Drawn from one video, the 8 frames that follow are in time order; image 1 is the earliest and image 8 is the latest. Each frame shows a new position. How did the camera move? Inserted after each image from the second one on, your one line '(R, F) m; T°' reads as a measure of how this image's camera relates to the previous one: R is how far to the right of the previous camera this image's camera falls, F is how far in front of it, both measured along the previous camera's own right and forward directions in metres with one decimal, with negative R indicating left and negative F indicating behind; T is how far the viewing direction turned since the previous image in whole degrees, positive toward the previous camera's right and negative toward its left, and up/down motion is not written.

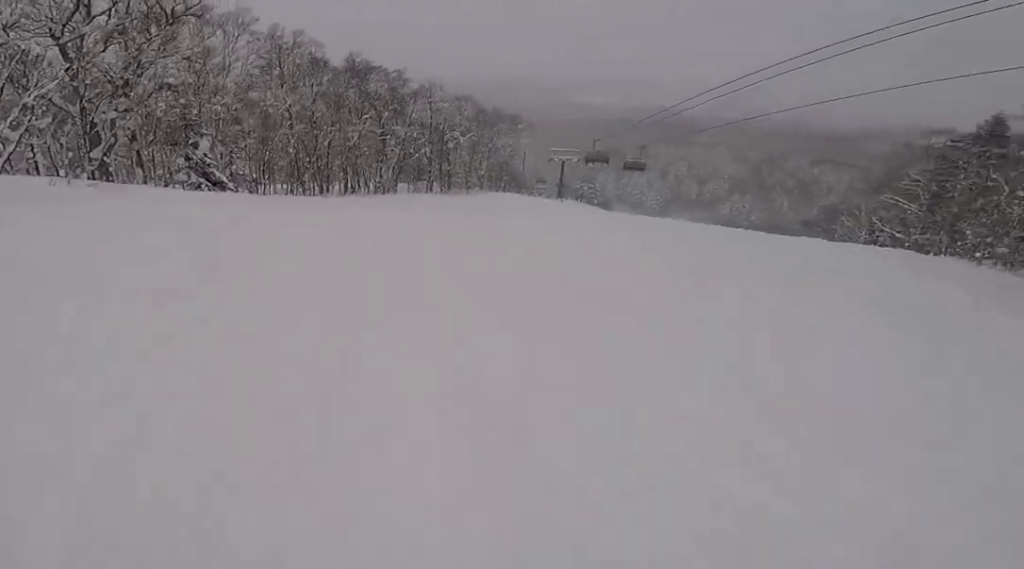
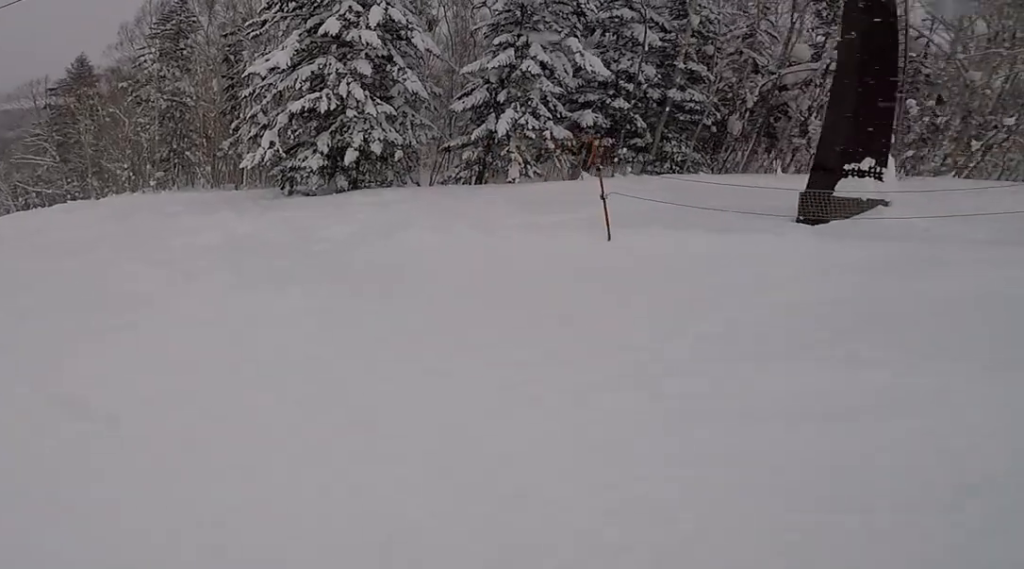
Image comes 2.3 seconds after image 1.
(+4.6, +4.8) m; +65°
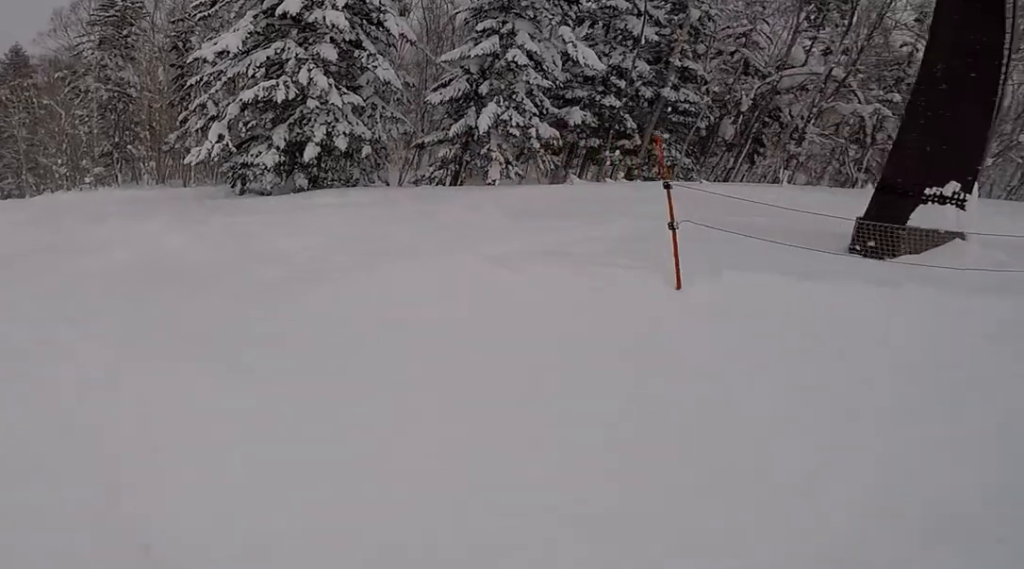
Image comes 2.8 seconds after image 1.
(0.0, +1.7) m; +3°
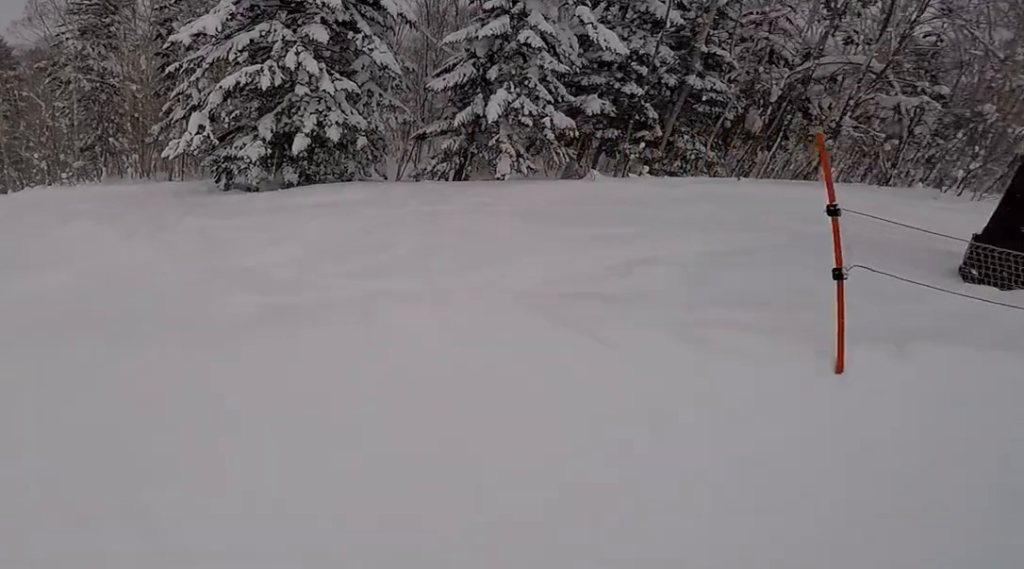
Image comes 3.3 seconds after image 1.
(-0.4, +1.5) m; +5°
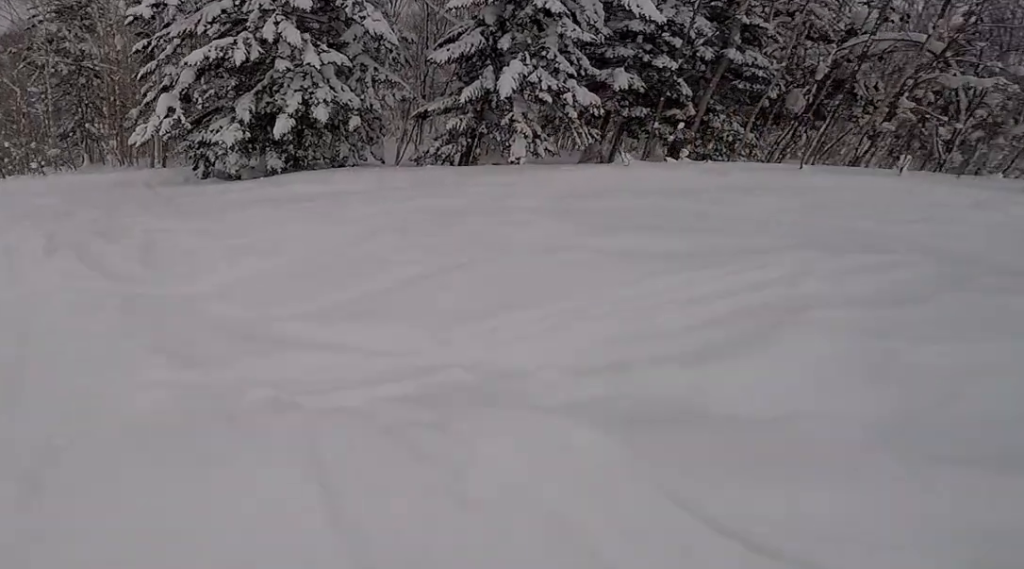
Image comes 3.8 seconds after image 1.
(+0.1, +1.8) m; +1°
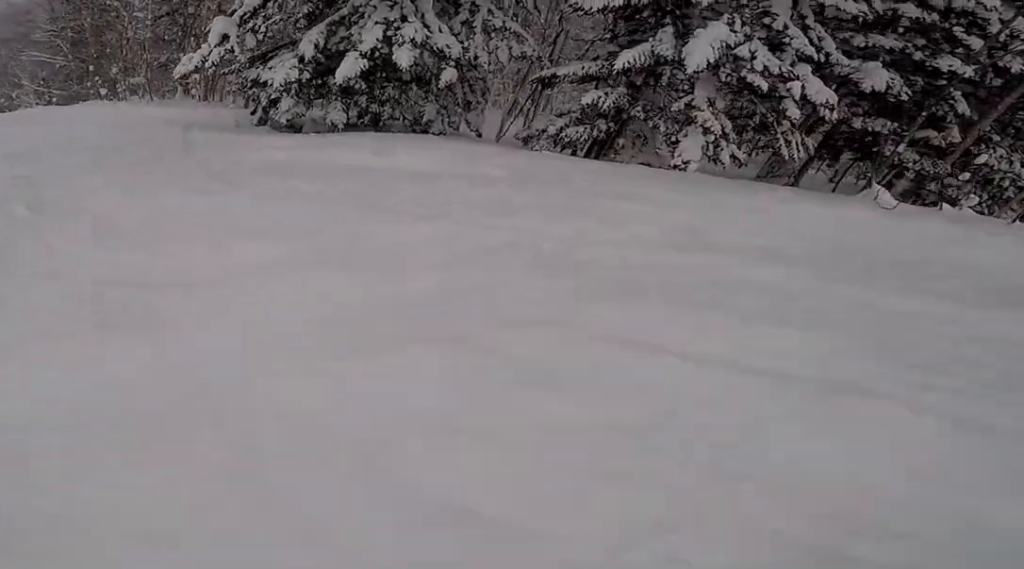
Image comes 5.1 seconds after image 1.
(0.0, +3.8) m; -20°
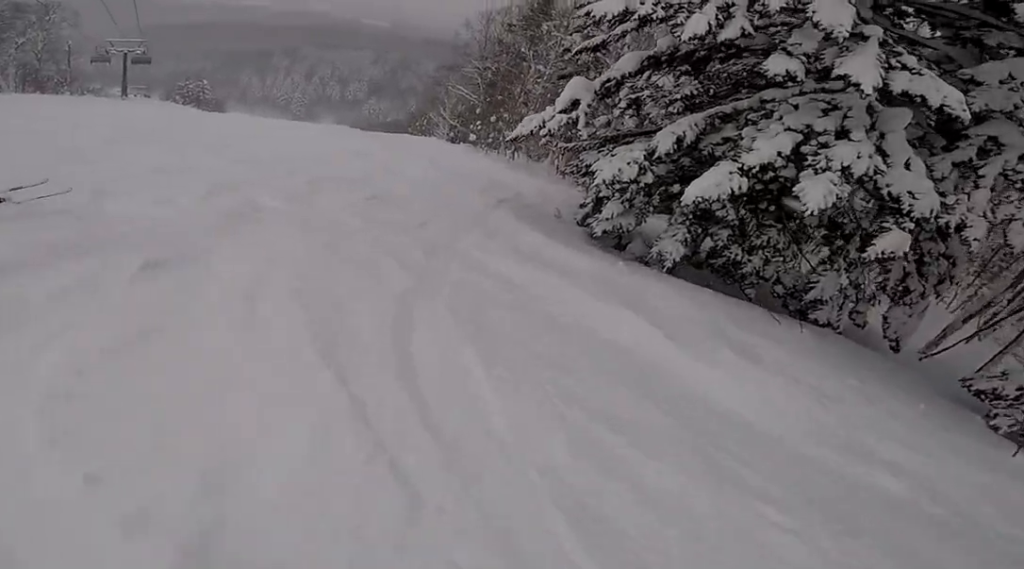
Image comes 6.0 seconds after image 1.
(-0.8, +3.2) m; -38°
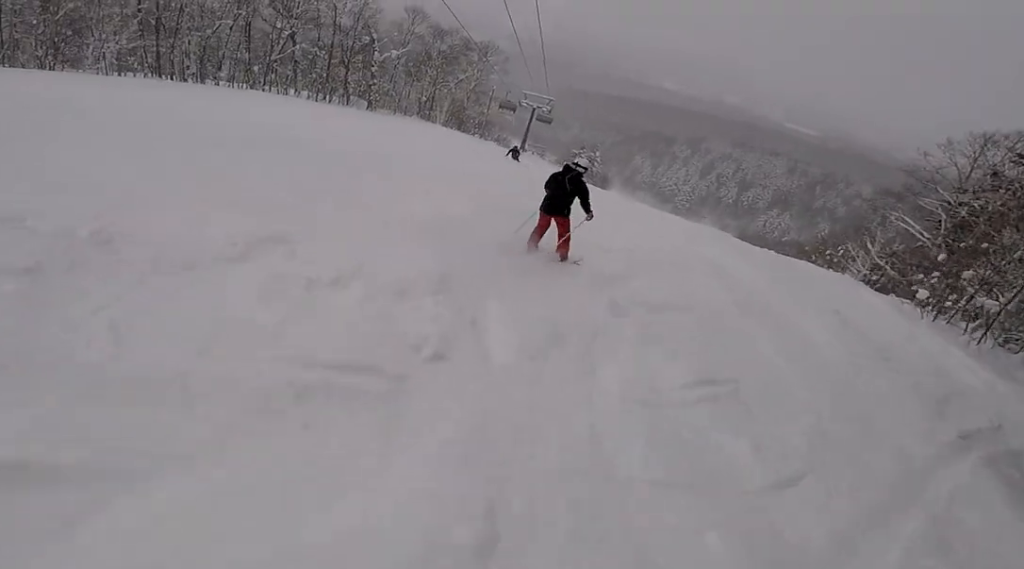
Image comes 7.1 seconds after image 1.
(-1.3, +2.6) m; -47°
